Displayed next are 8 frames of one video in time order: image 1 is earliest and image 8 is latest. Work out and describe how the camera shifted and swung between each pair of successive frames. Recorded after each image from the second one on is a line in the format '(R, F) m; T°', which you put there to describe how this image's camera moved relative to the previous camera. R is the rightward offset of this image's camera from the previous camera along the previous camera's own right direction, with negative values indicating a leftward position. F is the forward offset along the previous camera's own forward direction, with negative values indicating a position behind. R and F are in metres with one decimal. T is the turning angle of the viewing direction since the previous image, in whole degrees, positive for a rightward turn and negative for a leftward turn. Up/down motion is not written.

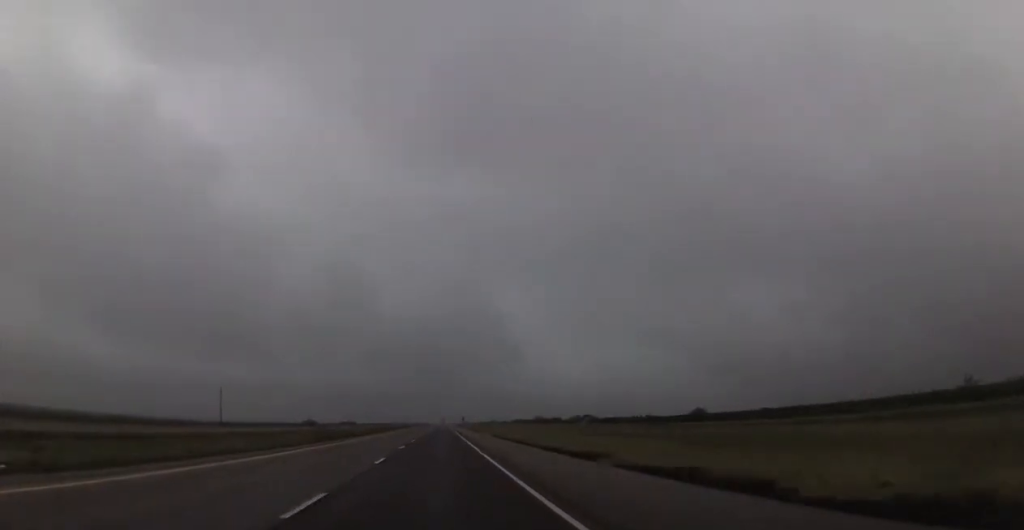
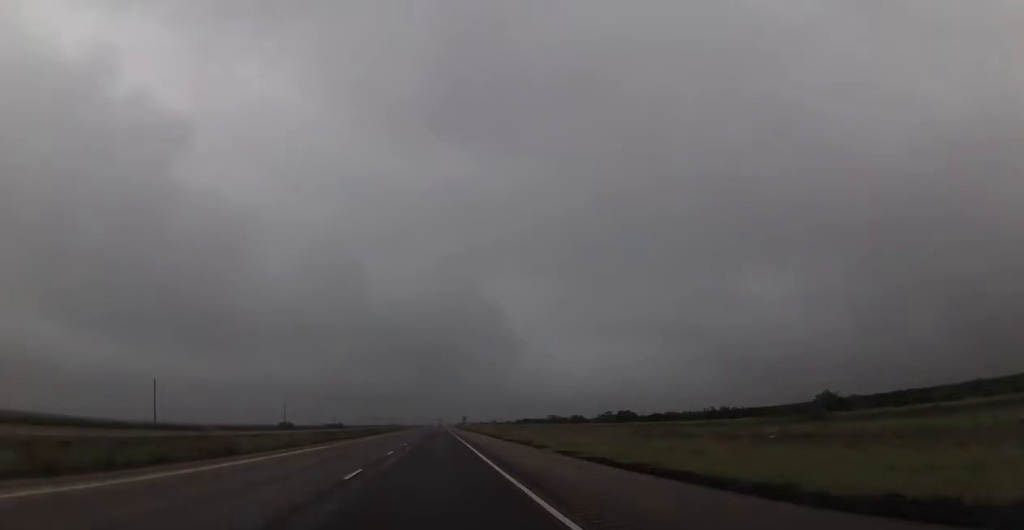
(-0.3, +42.3) m; 0°
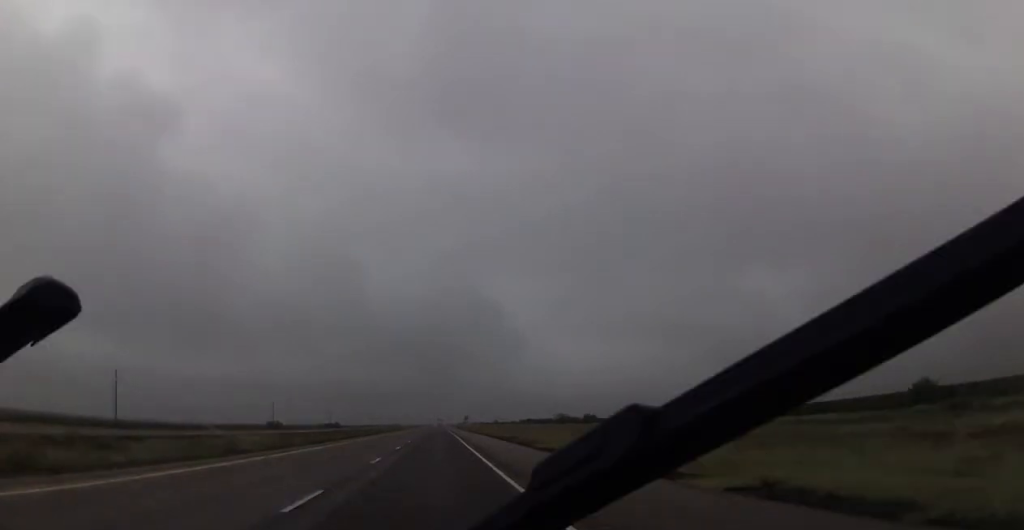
(+0.1, +18.1) m; 0°
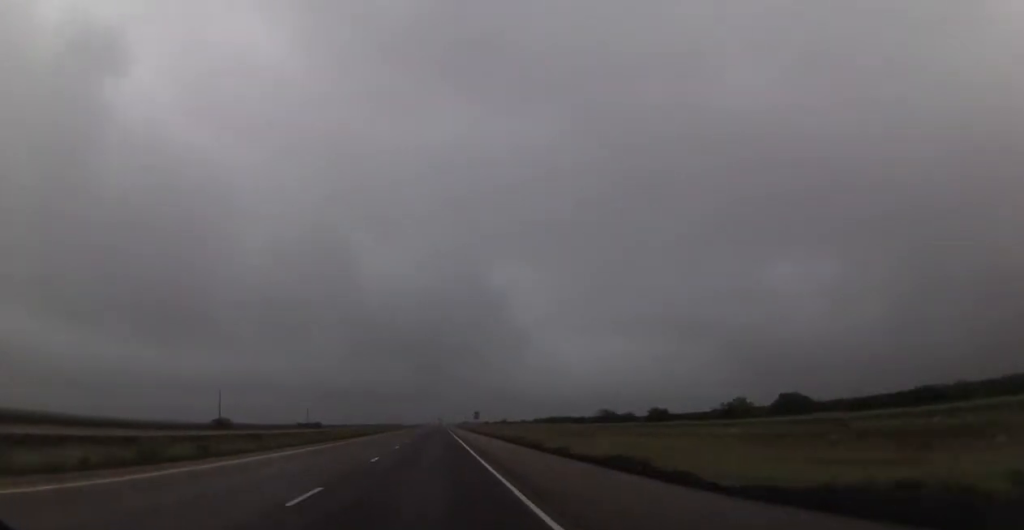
(+0.3, +60.5) m; -1°
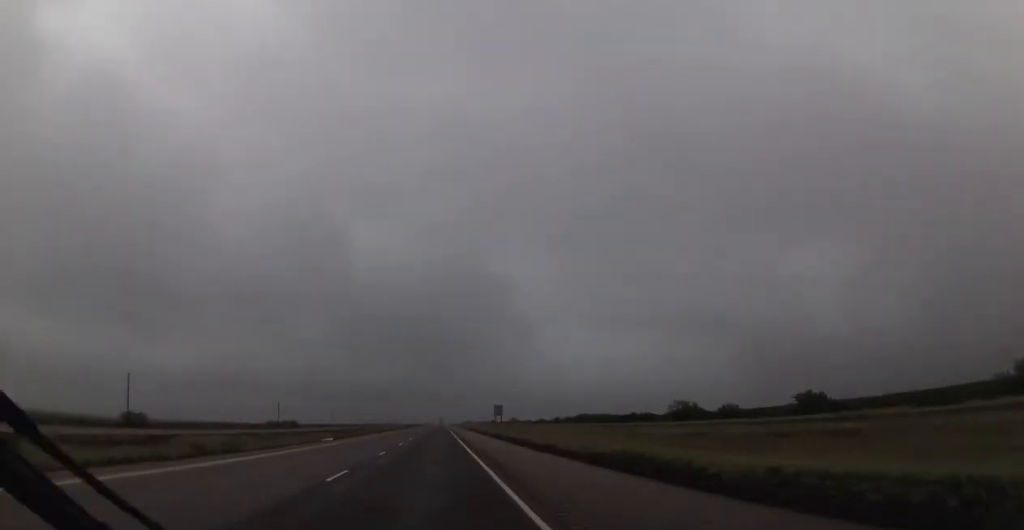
(-0.1, +56.8) m; 0°
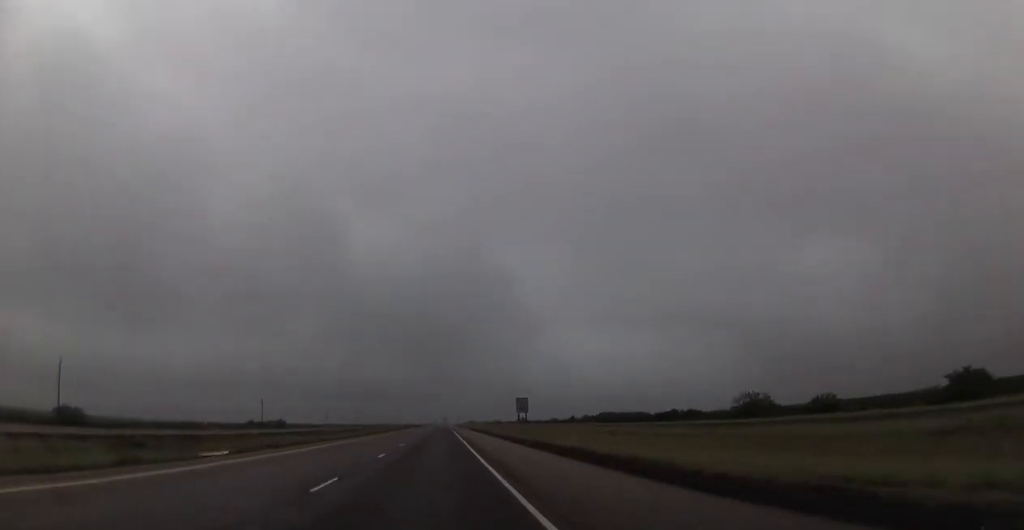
(+0.1, +26.6) m; 0°
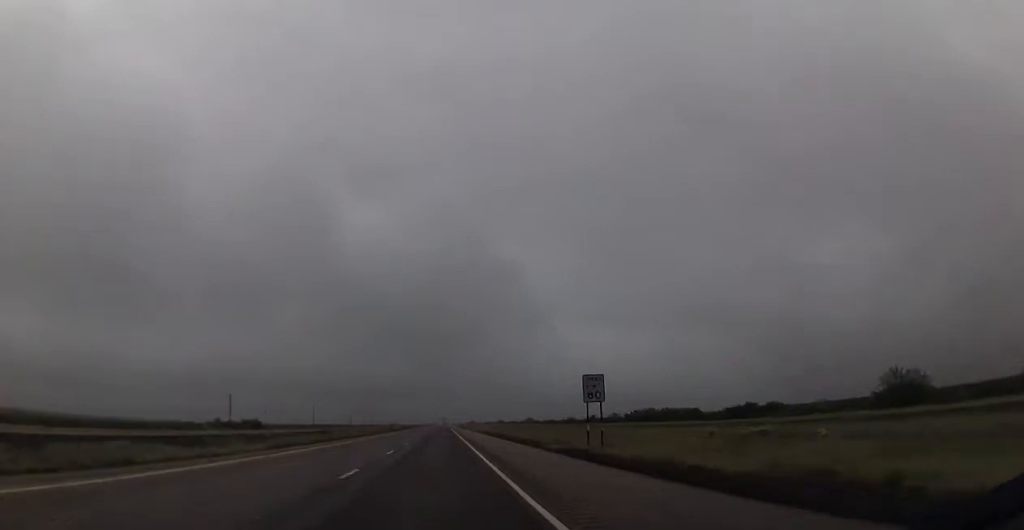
(-0.1, +33.9) m; 0°
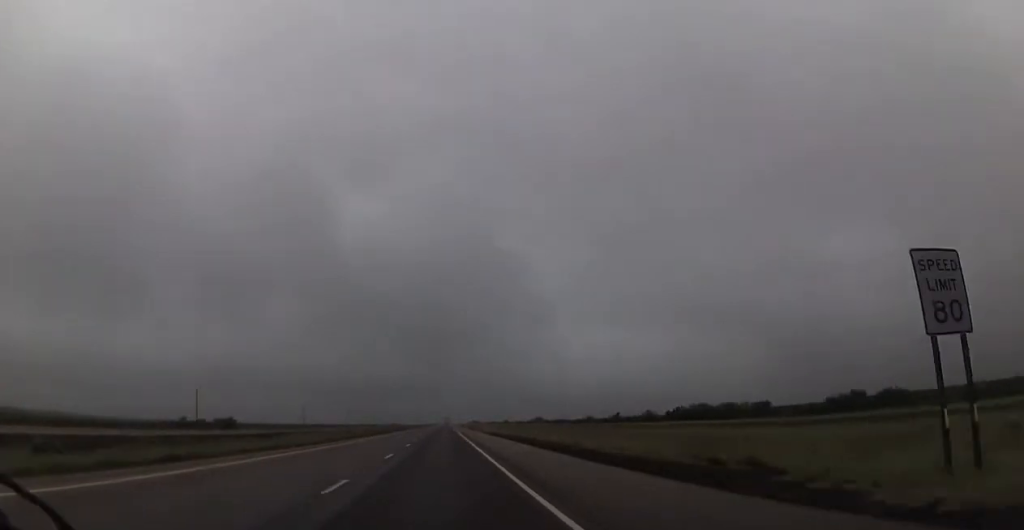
(-0.1, +27.8) m; 0°
